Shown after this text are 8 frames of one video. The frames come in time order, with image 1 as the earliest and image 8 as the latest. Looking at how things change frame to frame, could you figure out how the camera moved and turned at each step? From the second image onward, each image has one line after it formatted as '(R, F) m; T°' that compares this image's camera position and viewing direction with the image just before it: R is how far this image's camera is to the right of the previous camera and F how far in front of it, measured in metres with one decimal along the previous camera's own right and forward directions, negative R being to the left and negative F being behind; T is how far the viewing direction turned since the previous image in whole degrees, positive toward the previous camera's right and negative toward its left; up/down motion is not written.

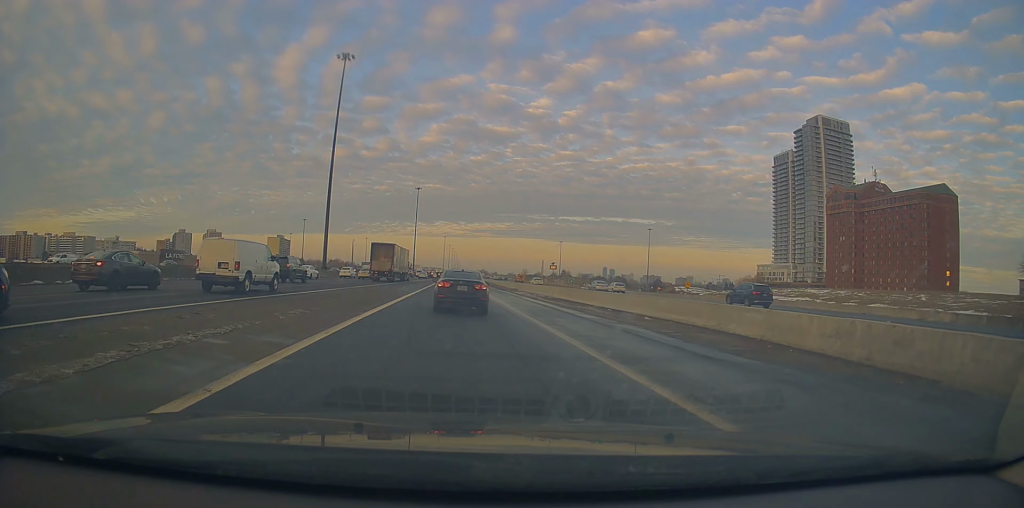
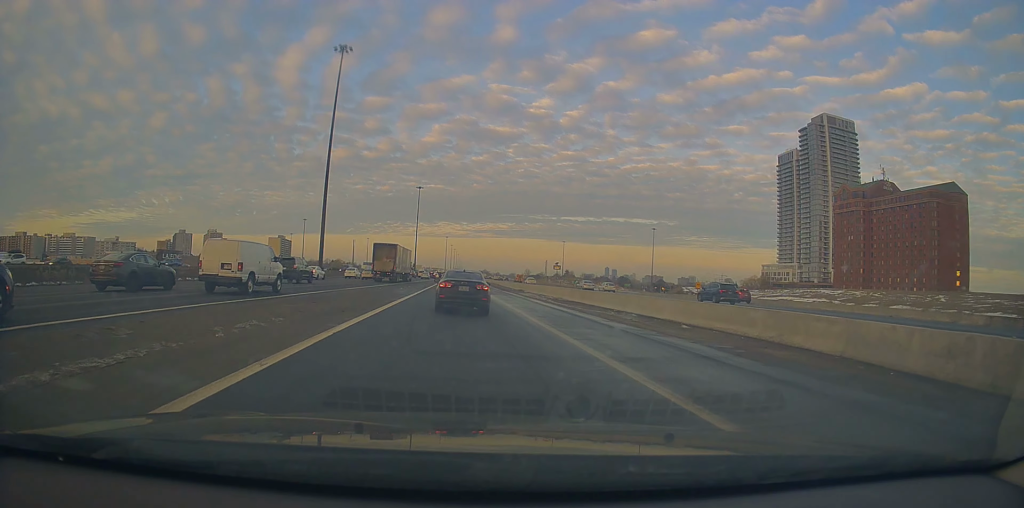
(-0.1, +3.4) m; +1°
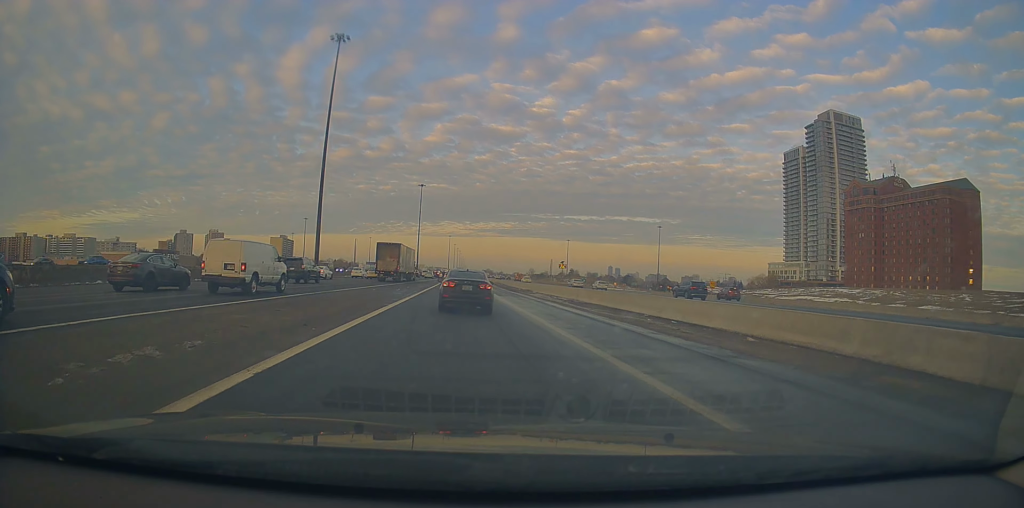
(+0.3, +4.3) m; 0°
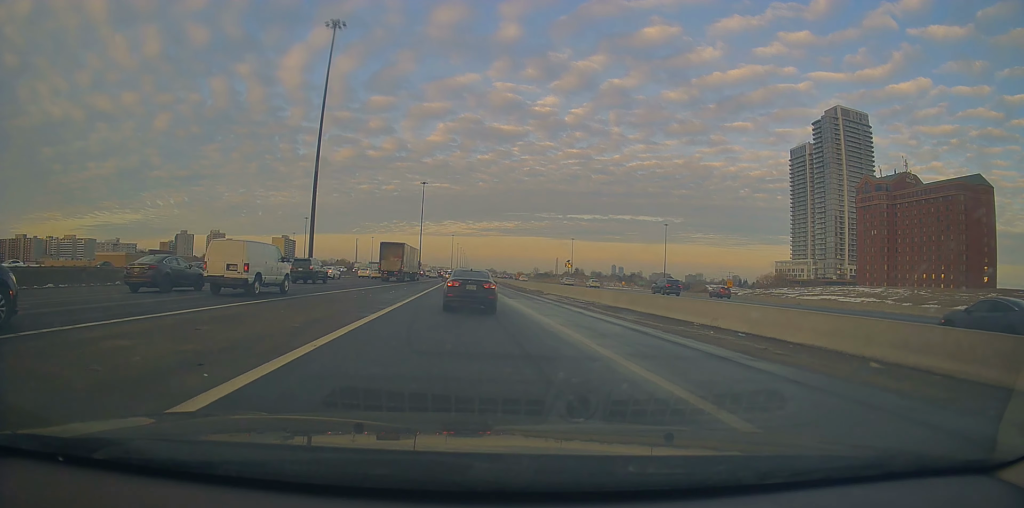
(+0.1, +4.9) m; 0°
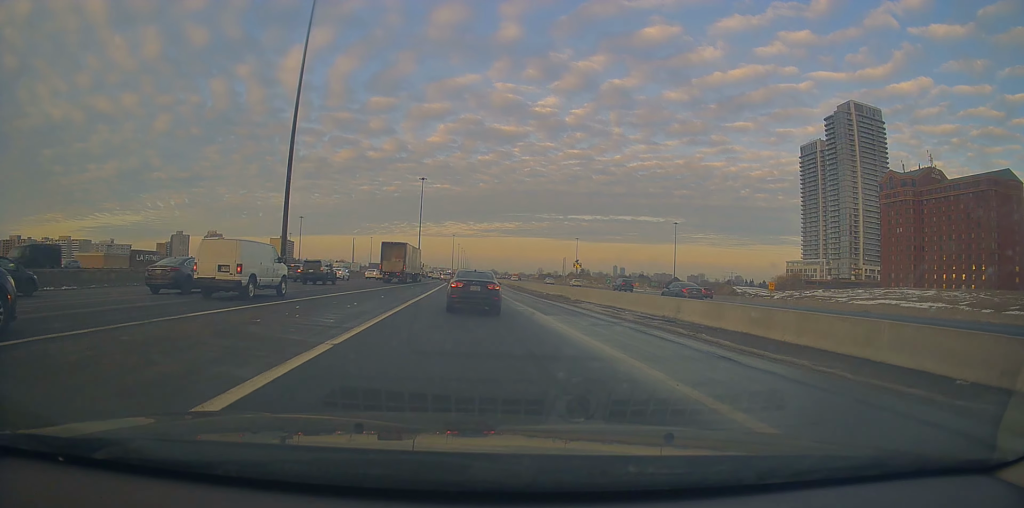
(-0.3, +12.2) m; +1°
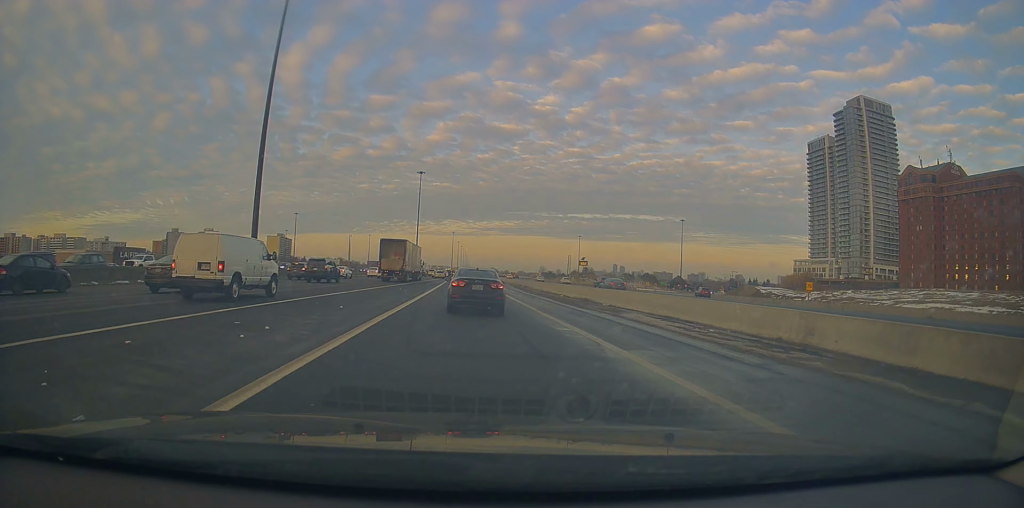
(+0.3, +9.0) m; +2°
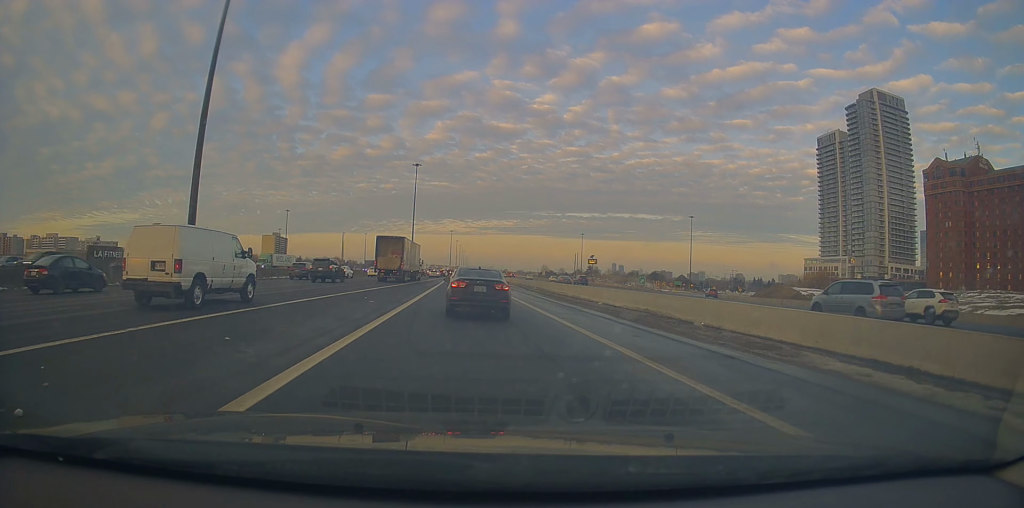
(-0.1, +13.2) m; -3°
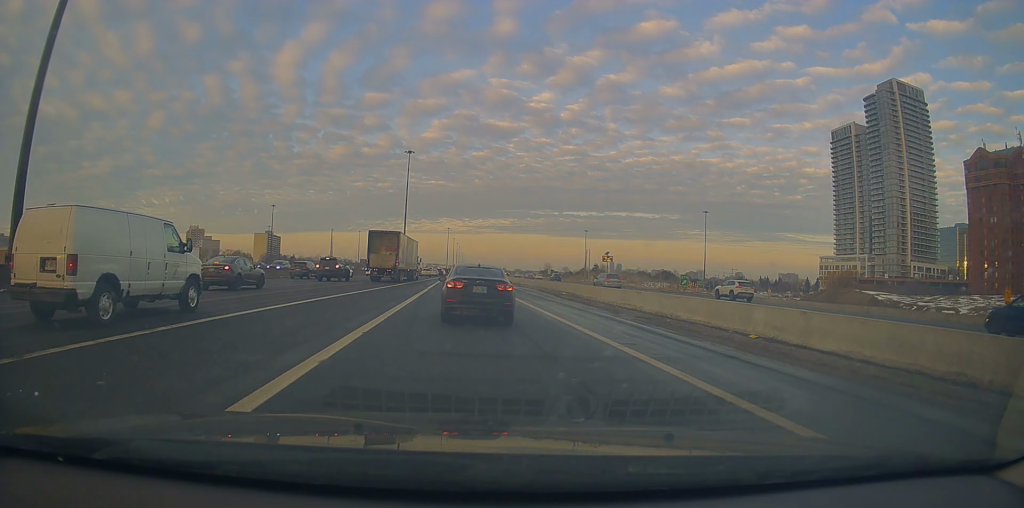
(-0.5, +19.5) m; +1°
